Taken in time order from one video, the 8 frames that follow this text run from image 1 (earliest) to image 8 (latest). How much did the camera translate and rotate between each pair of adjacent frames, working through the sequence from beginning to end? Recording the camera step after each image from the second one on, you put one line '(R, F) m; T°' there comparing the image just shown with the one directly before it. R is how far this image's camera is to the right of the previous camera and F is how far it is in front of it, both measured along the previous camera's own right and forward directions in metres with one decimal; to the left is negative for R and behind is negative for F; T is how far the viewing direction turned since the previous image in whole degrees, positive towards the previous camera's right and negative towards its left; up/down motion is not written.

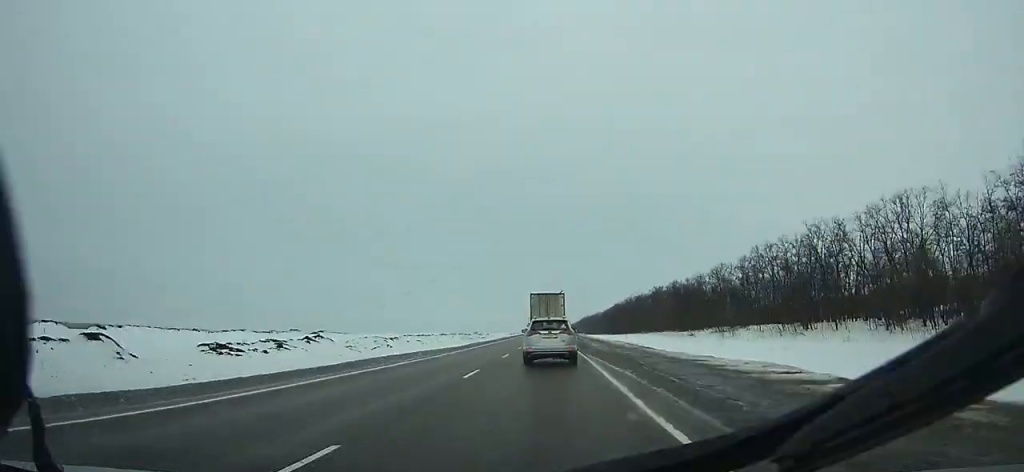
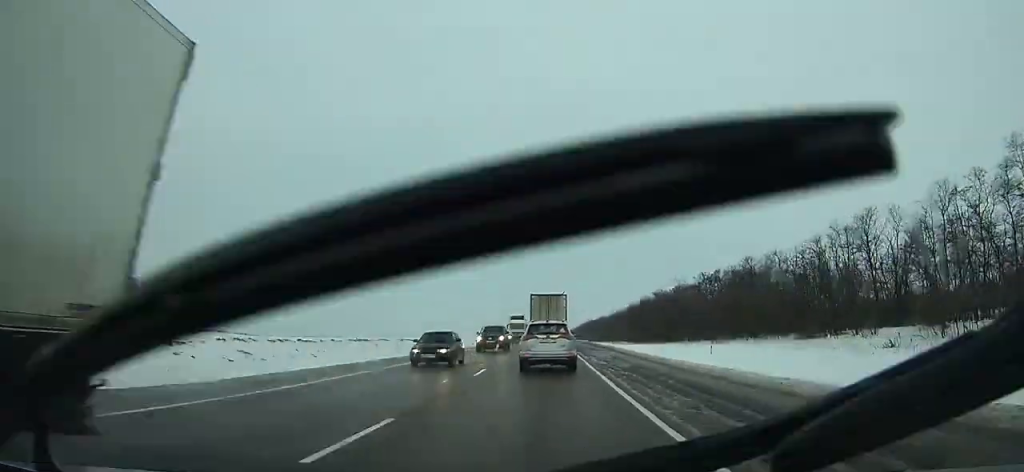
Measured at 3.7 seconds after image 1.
(+0.1, +68.6) m; 0°
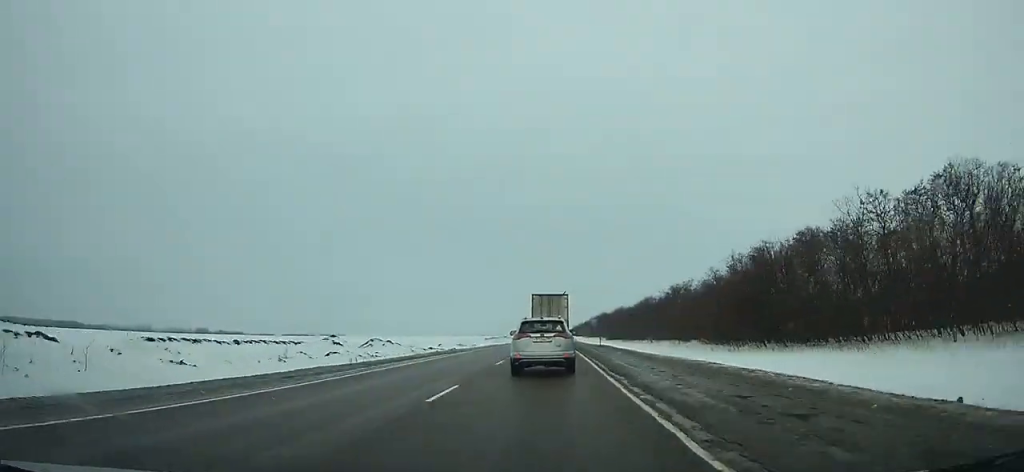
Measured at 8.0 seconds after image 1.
(0.0, +76.8) m; 0°
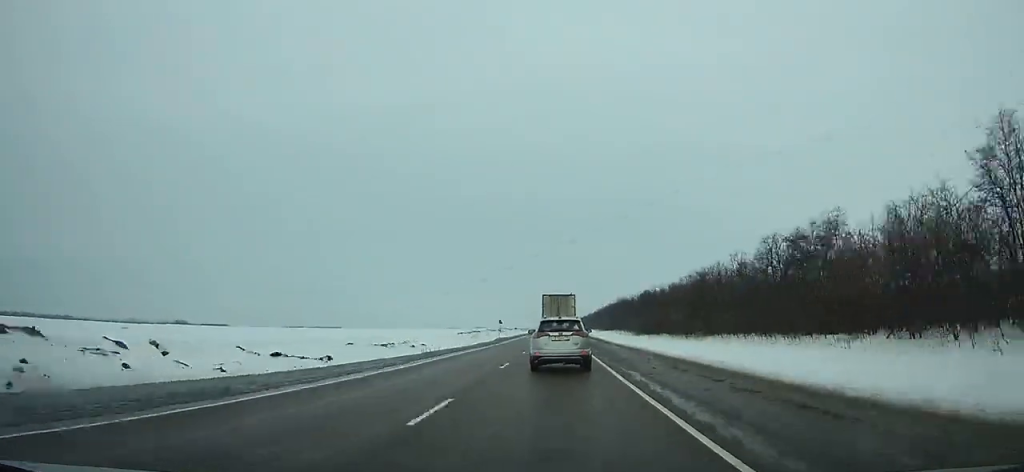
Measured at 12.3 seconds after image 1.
(0.0, +75.0) m; 0°
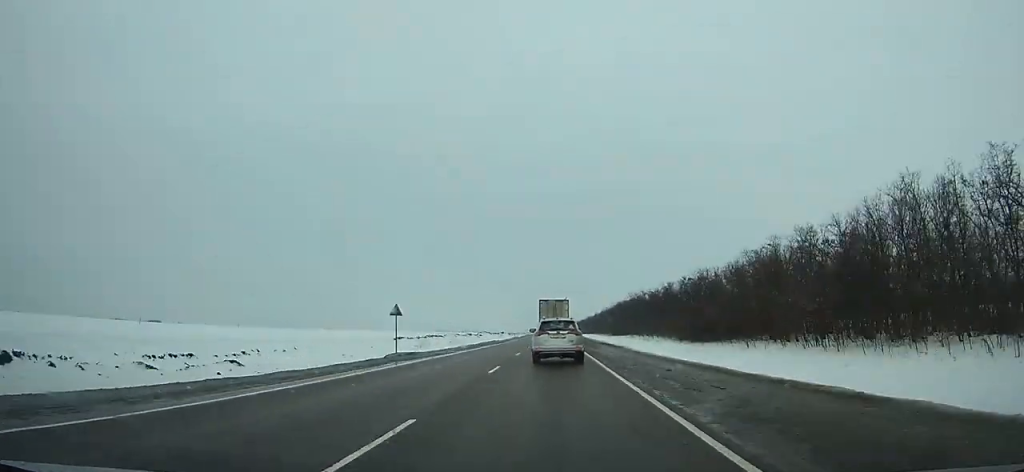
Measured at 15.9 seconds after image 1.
(0.0, +63.1) m; 0°
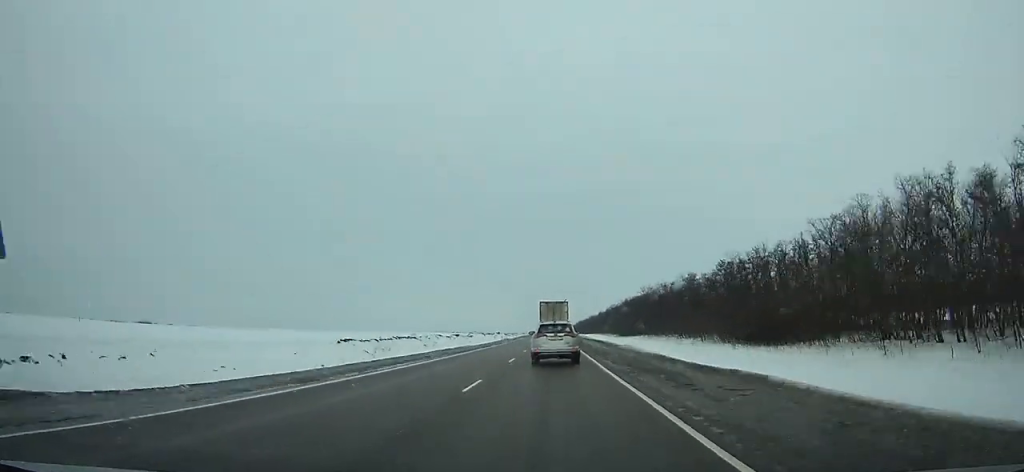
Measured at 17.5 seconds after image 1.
(0.0, +28.6) m; 0°
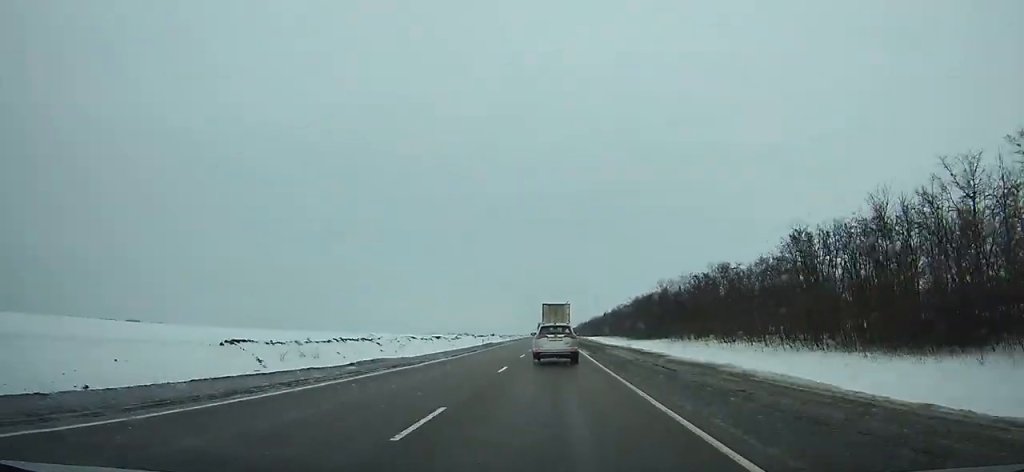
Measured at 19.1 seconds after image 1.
(0.0, +29.0) m; 0°
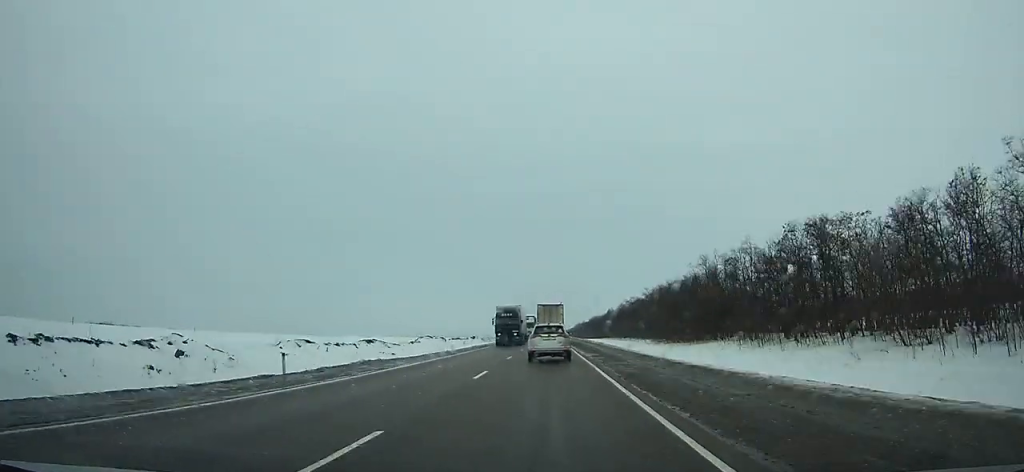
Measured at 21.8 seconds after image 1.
(+0.2, +50.5) m; 0°
